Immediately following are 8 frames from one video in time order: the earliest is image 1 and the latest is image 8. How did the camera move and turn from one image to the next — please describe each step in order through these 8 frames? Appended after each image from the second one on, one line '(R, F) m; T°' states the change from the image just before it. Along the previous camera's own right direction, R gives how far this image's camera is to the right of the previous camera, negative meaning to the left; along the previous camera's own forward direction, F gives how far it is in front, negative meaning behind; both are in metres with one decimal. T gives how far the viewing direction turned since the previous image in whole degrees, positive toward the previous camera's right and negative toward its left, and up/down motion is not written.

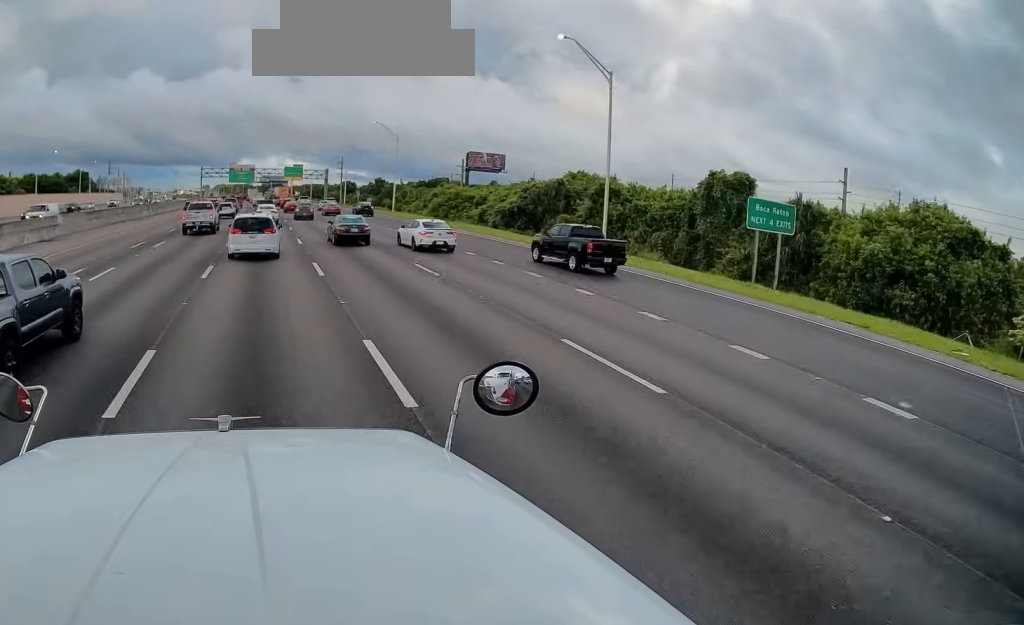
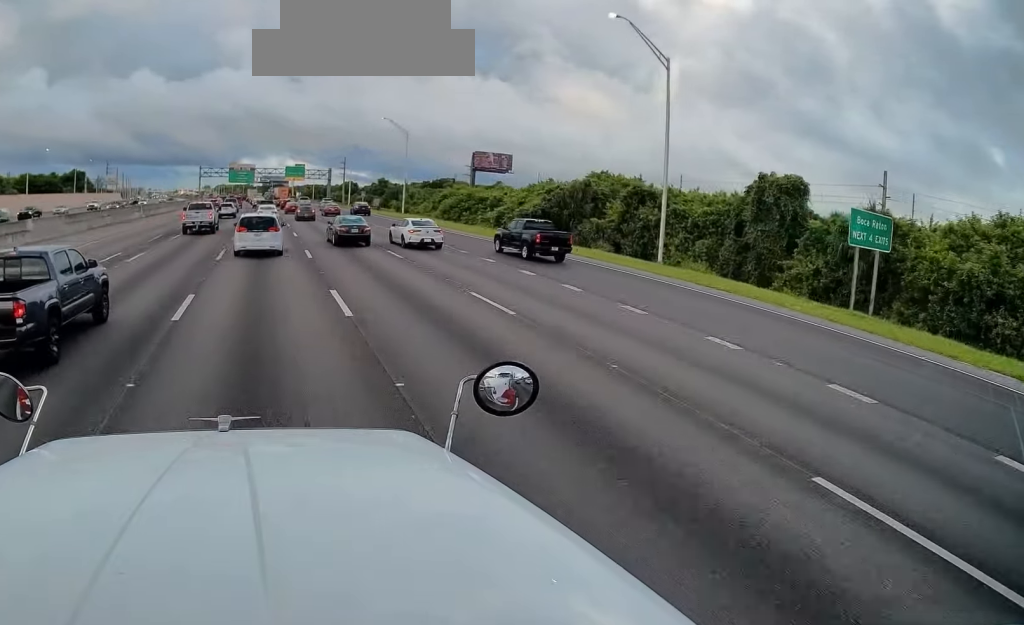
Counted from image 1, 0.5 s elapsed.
(-0.2, +6.2) m; 0°
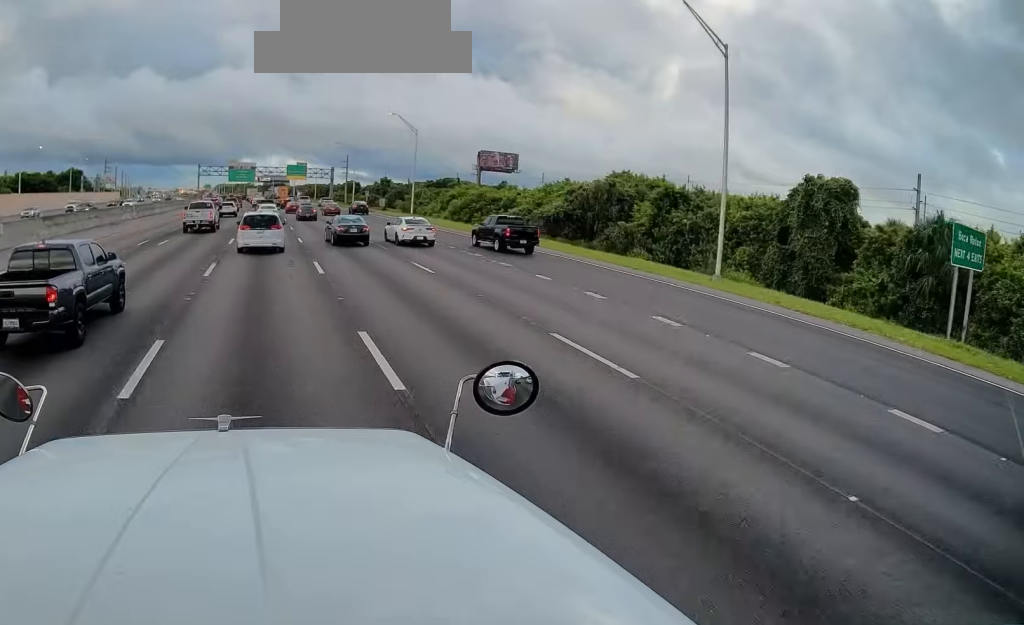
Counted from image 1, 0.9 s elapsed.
(+0.1, +5.5) m; 0°
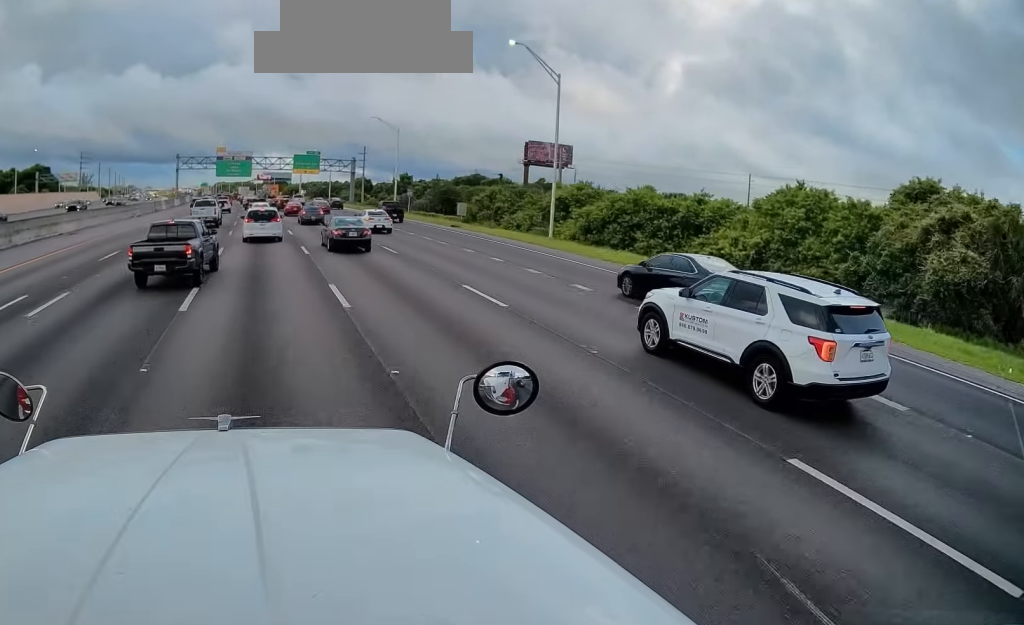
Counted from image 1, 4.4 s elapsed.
(+0.5, +43.7) m; +1°
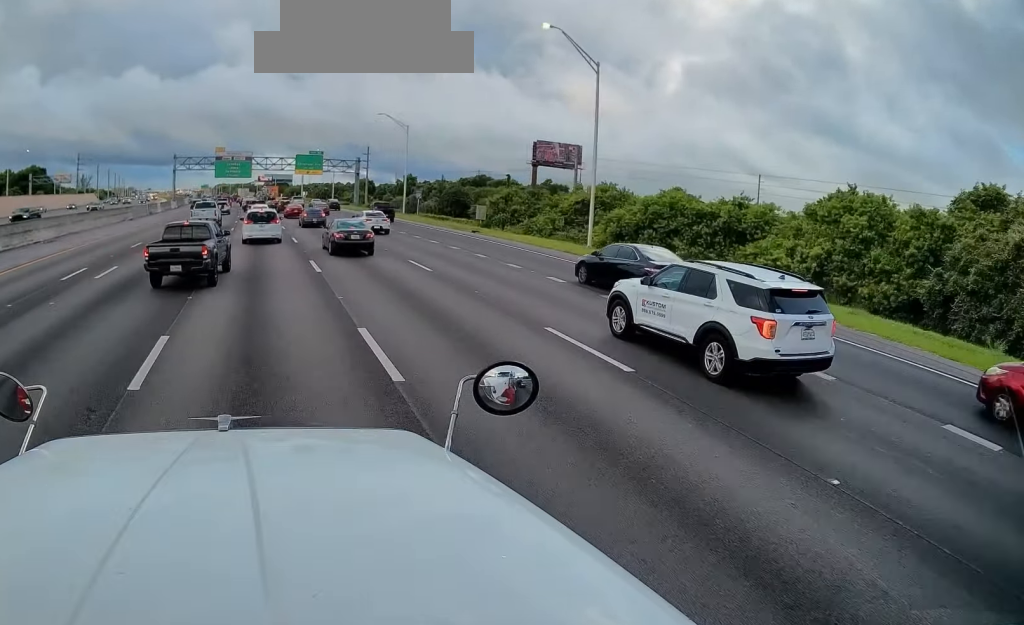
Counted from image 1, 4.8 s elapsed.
(0.0, +5.9) m; -1°
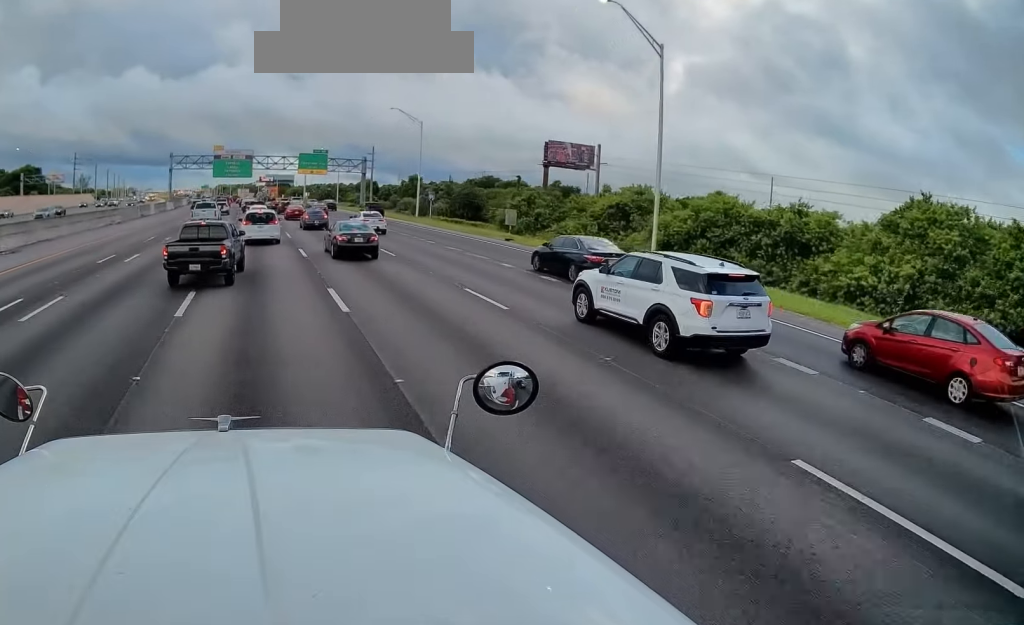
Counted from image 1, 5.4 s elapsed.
(-0.1, +7.5) m; -1°
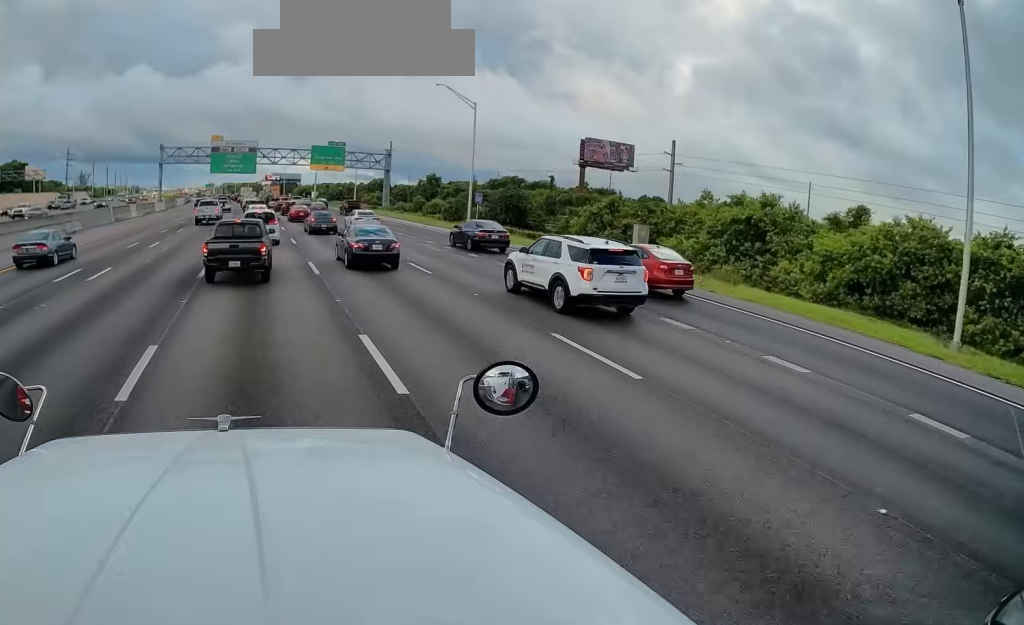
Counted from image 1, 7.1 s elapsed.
(-0.1, +19.5) m; -1°
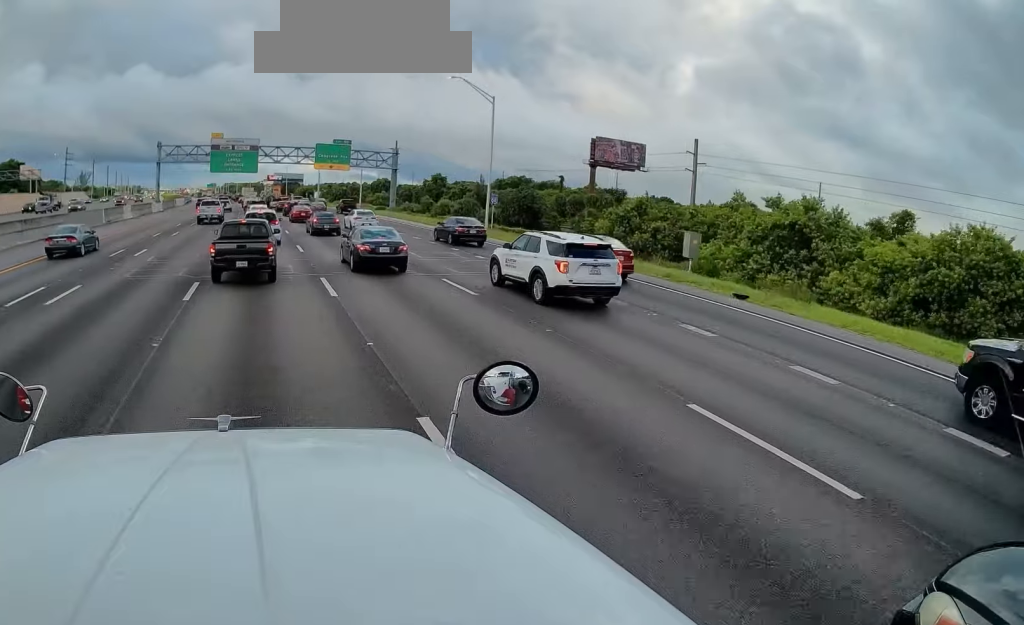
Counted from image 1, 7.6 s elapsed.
(+0.1, +5.0) m; -1°
